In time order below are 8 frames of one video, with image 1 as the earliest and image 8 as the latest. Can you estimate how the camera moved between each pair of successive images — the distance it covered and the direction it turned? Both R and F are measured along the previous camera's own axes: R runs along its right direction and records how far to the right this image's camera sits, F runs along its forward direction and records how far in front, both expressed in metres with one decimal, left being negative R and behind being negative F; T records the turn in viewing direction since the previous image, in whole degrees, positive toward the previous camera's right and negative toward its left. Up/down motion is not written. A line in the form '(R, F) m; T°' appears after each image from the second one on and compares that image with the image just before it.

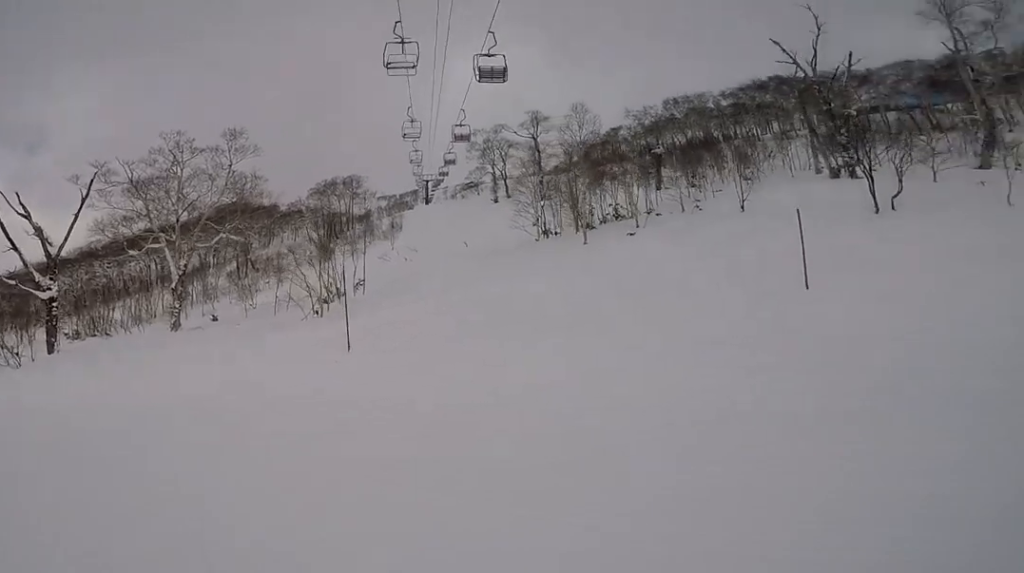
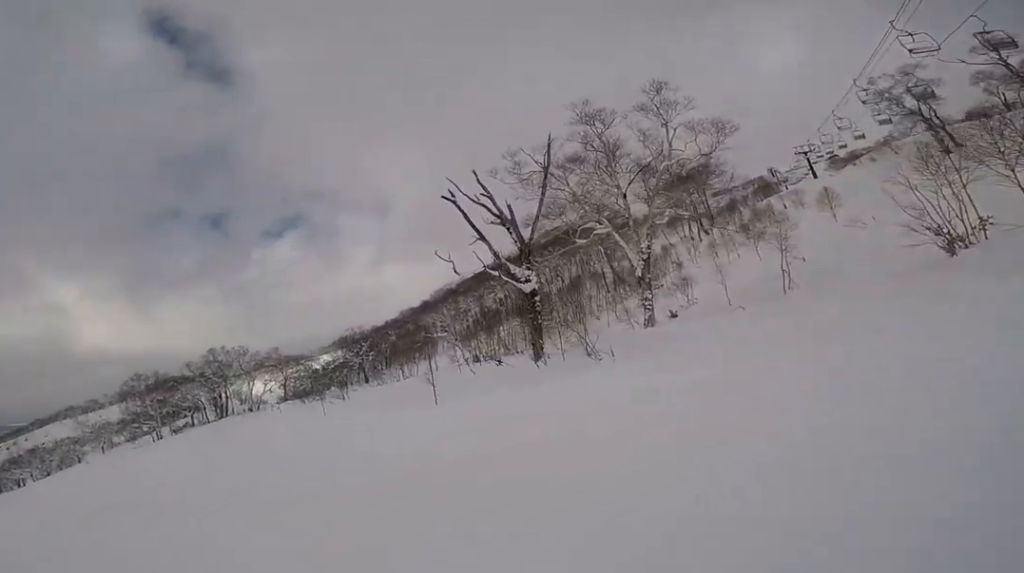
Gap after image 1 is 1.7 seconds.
(-0.9, +10.8) m; -5°
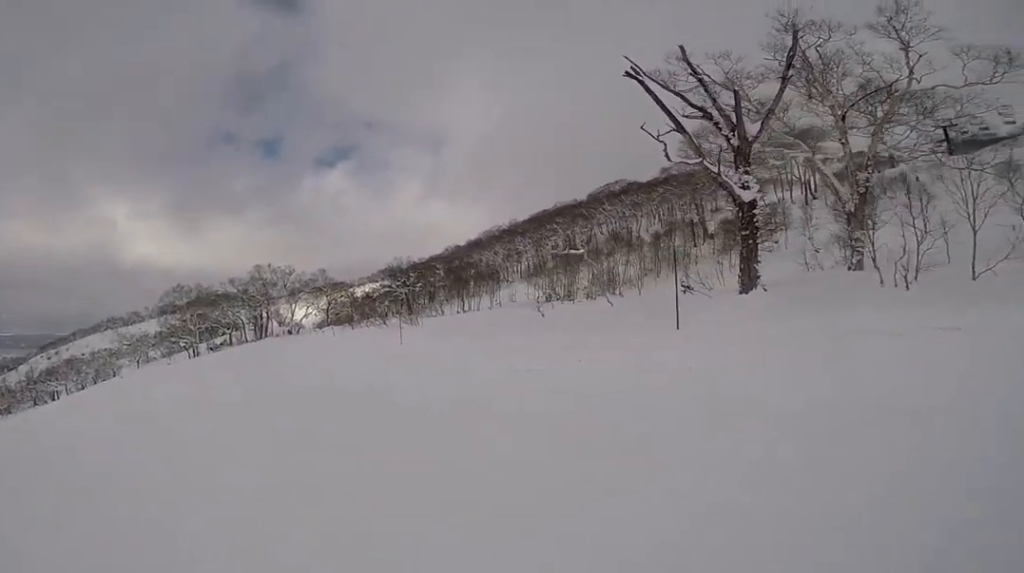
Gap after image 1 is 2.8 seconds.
(0.0, +6.4) m; +7°
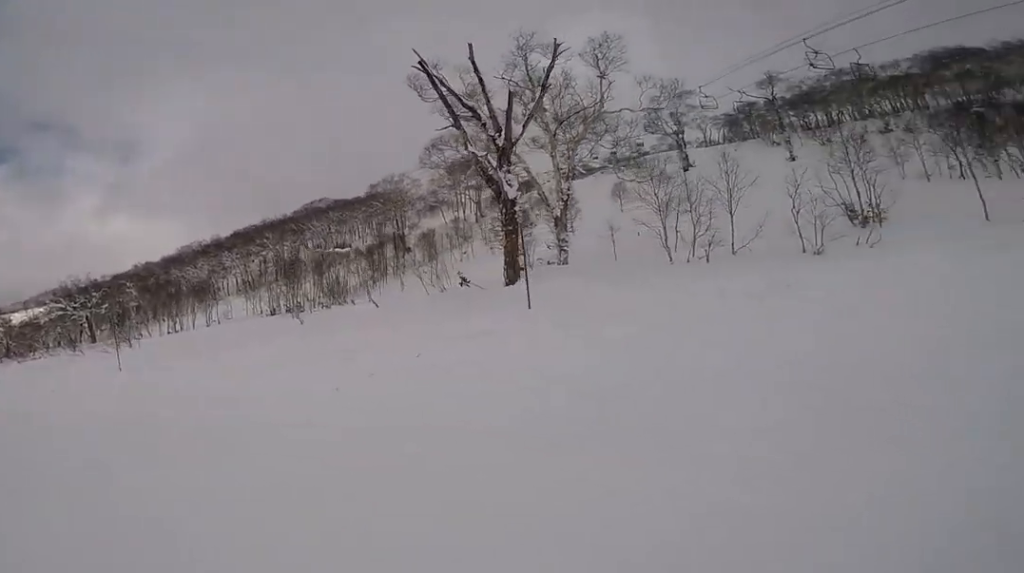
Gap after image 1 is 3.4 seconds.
(-0.4, +3.4) m; +9°
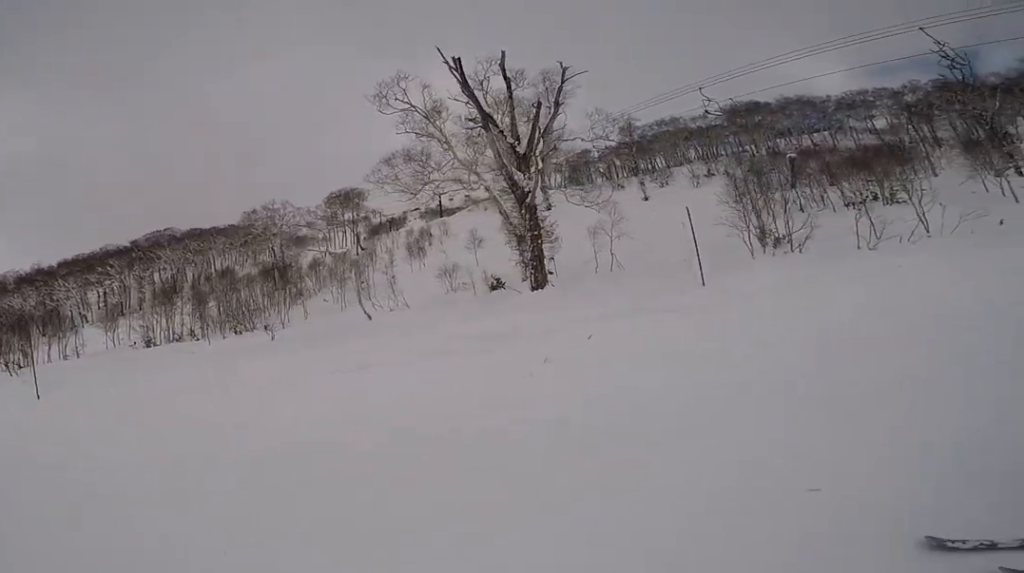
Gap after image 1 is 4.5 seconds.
(+1.5, +5.5) m; +1°
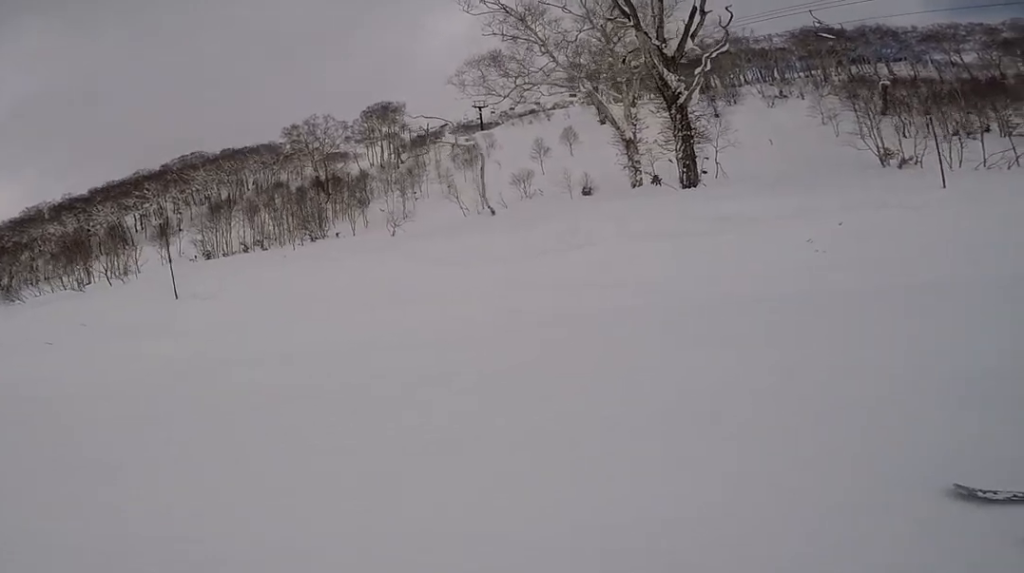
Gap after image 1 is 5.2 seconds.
(-0.9, +3.5) m; -13°
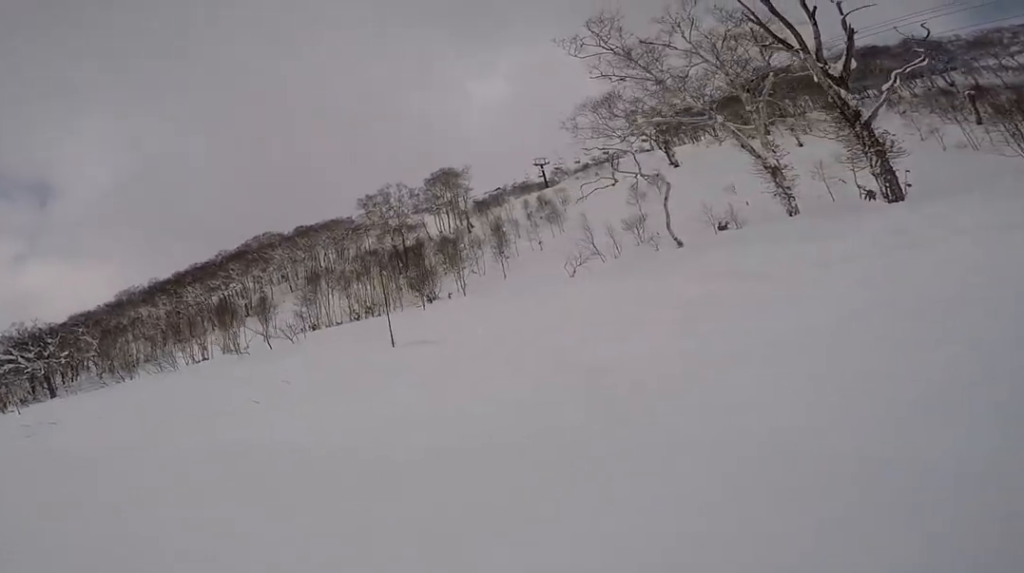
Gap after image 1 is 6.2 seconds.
(-0.3, +4.5) m; -4°
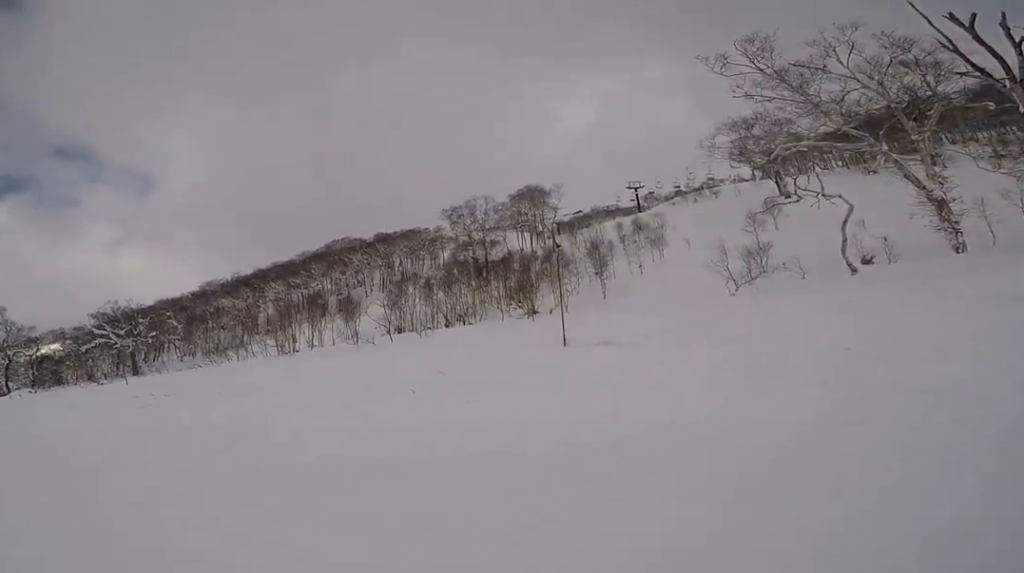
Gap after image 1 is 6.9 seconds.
(0.0, +2.6) m; 0°
